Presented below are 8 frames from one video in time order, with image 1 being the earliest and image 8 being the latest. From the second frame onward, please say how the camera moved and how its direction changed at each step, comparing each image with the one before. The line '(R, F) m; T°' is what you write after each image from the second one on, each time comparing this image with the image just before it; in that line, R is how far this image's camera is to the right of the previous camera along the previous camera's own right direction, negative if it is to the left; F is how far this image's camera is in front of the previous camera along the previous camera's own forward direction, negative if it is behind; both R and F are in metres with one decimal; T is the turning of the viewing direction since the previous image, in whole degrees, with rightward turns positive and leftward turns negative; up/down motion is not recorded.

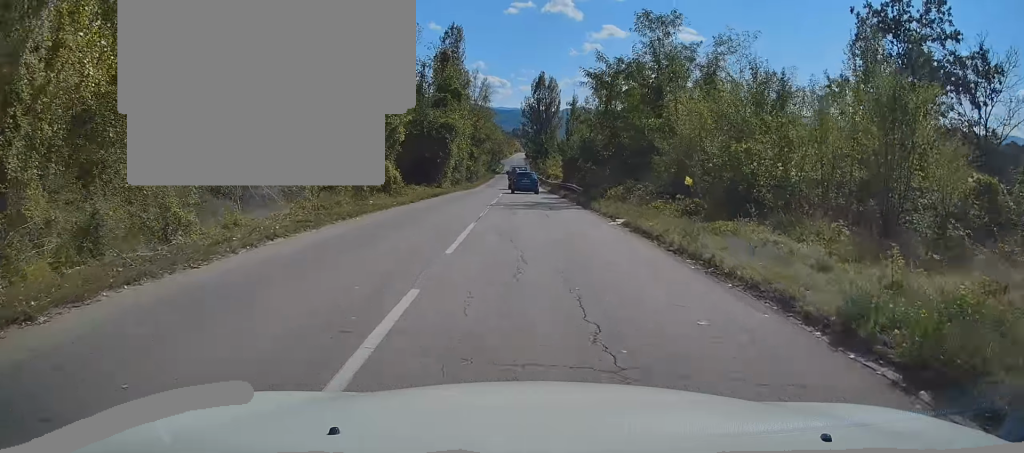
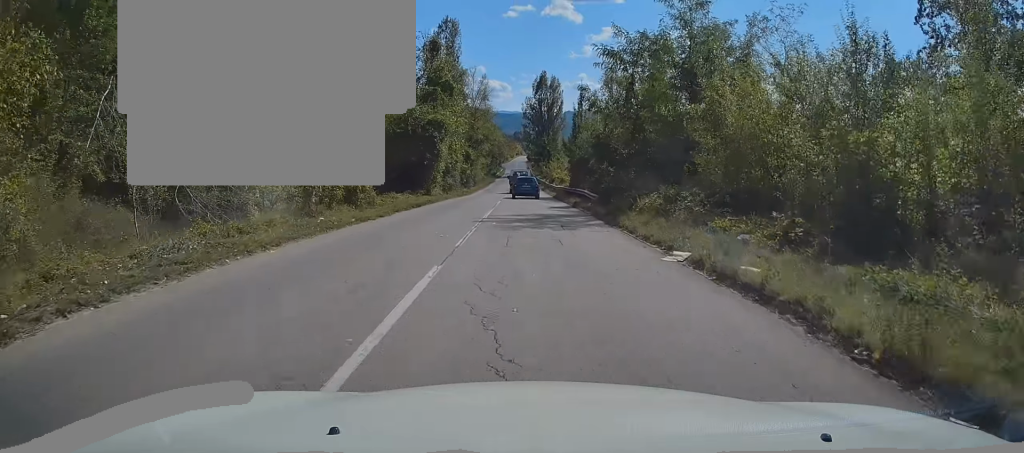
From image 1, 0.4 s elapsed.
(0.0, +6.6) m; 0°
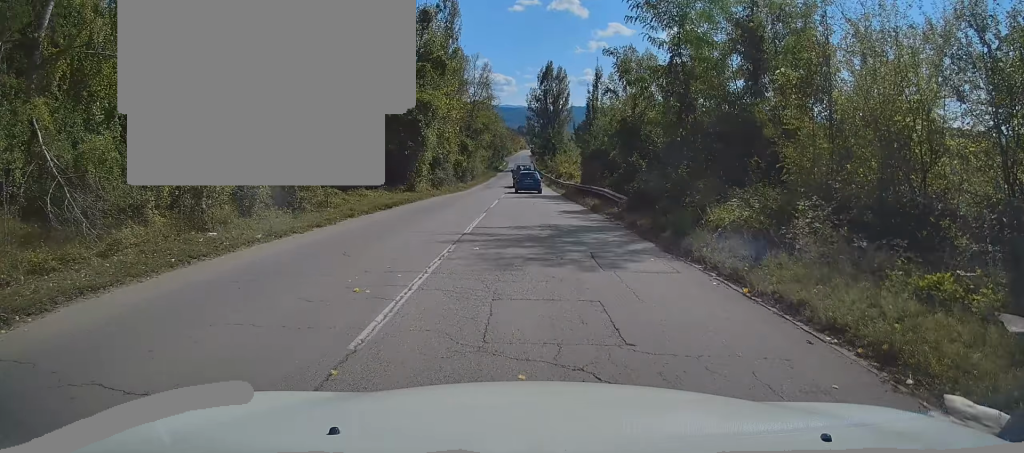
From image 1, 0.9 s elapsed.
(+0.1, +7.3) m; 0°
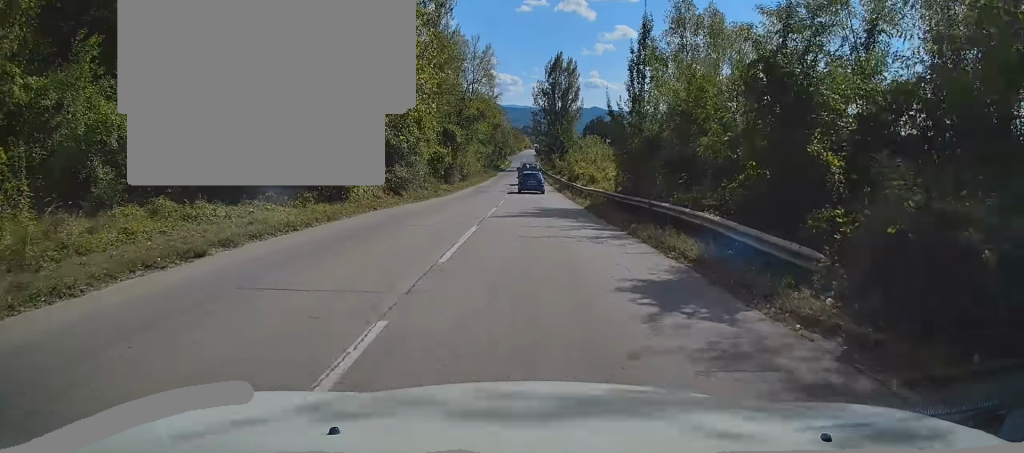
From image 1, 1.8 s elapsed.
(0.0, +13.6) m; 0°
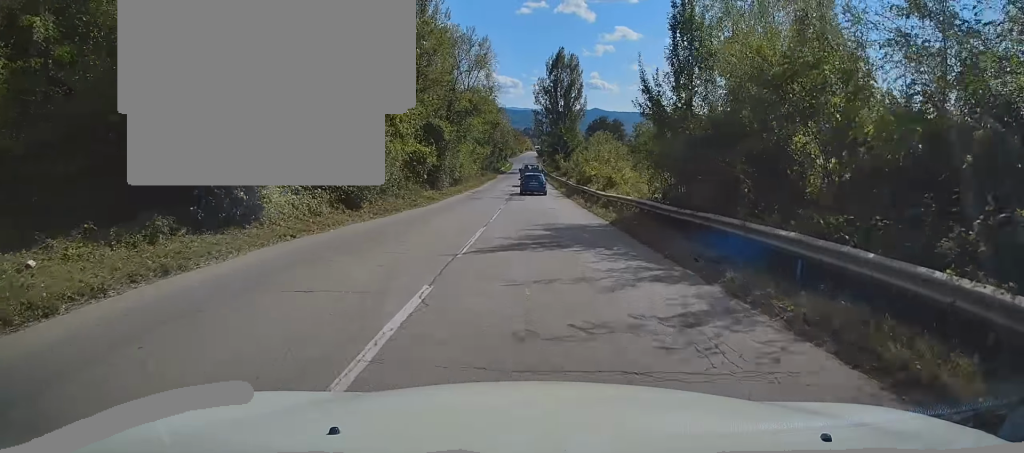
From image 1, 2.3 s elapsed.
(0.0, +7.4) m; 0°
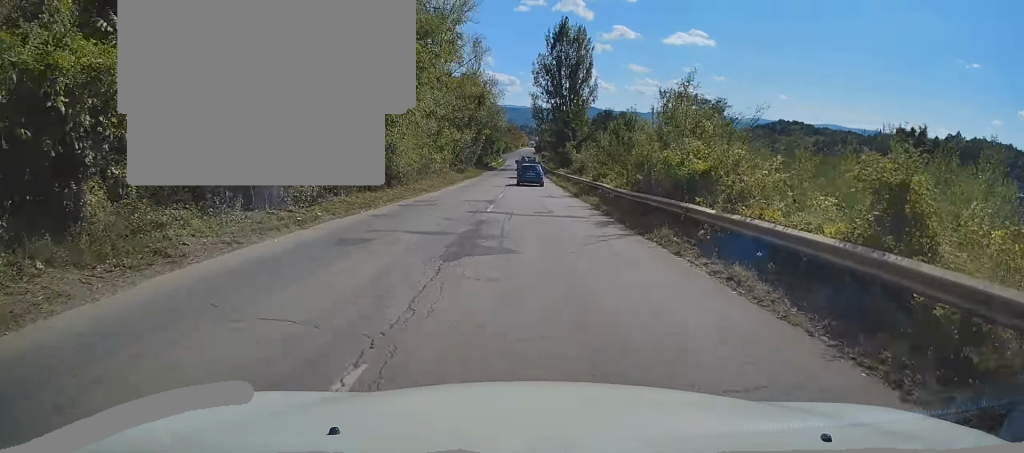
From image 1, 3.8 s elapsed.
(+0.1, +25.2) m; +1°
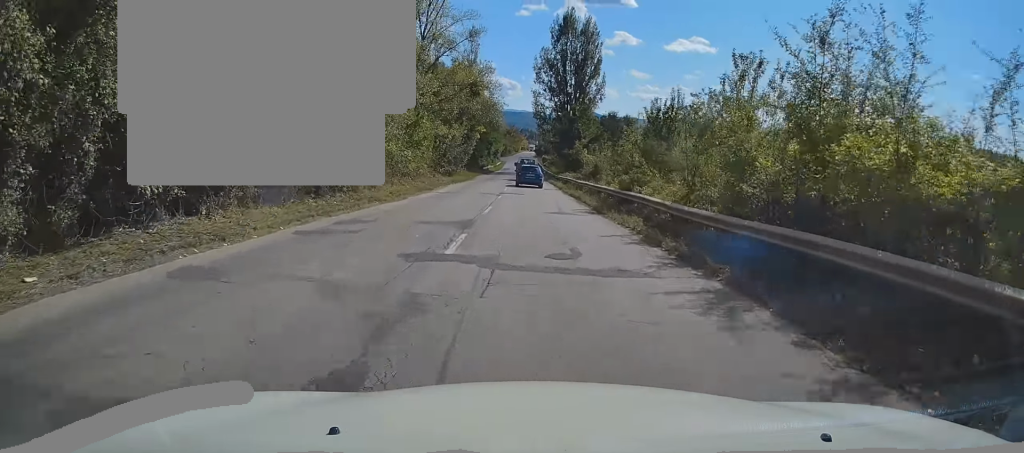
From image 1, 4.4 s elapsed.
(+0.1, +9.6) m; 0°
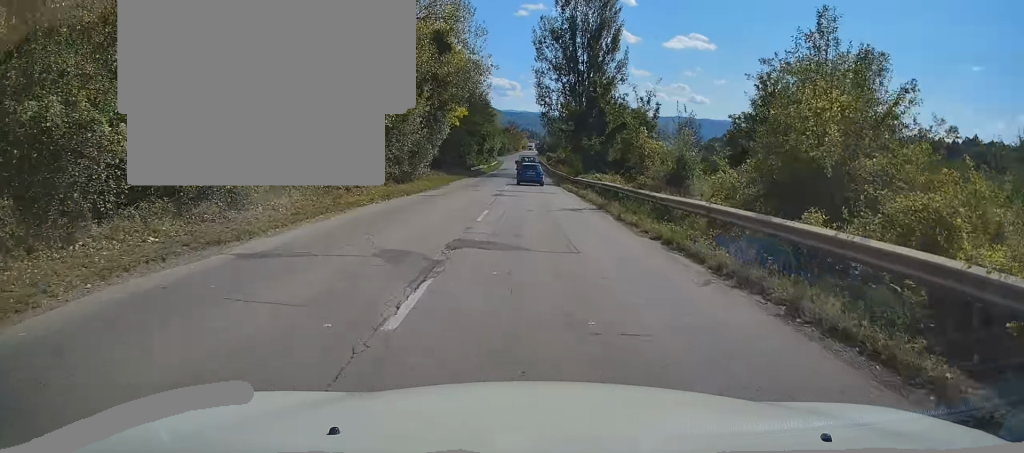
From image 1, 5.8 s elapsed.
(-0.3, +21.9) m; 0°
